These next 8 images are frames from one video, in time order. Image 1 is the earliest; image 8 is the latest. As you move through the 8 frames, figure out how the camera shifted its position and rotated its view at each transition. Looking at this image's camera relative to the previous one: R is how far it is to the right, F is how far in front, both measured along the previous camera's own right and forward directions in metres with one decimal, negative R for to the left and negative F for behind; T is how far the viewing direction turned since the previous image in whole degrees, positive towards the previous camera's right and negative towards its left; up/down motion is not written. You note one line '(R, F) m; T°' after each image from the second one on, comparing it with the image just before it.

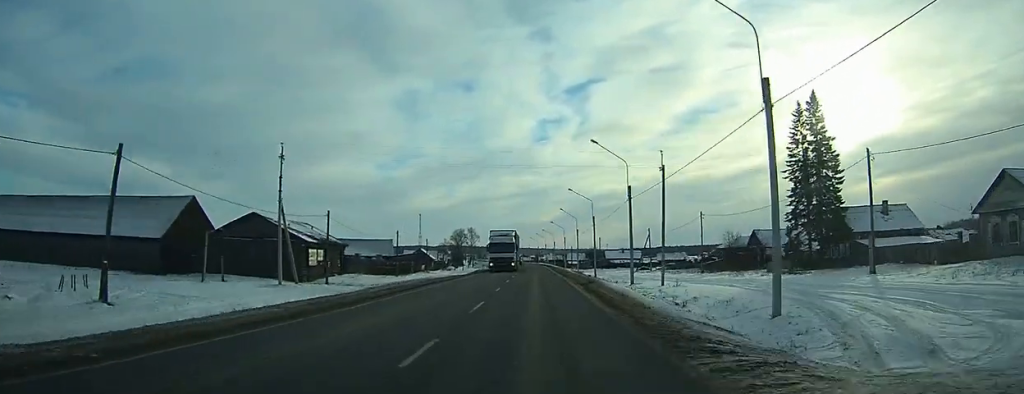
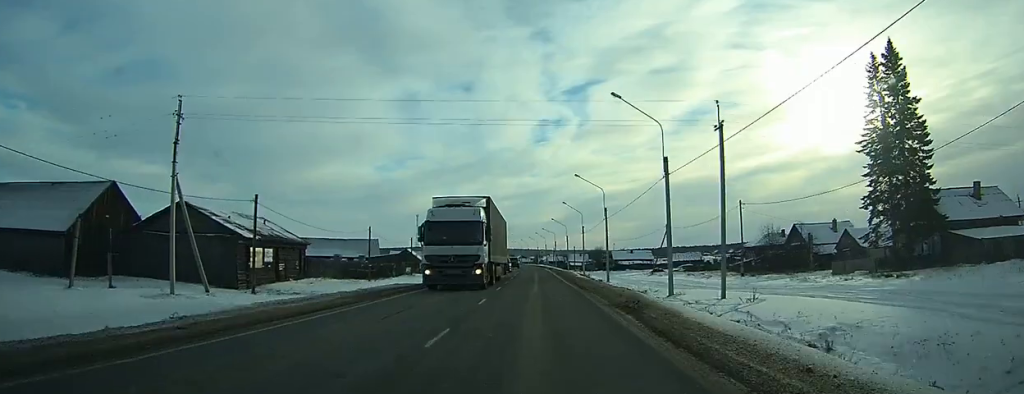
(0.0, +15.0) m; 0°
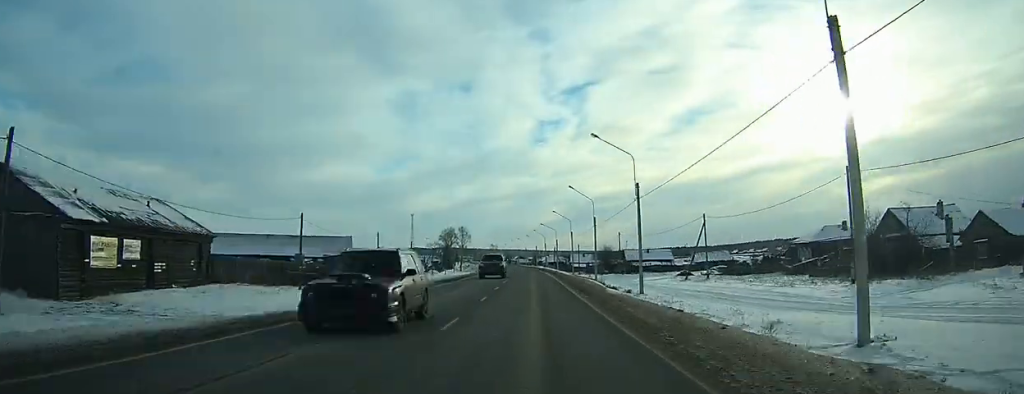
(-0.1, +22.3) m; 0°
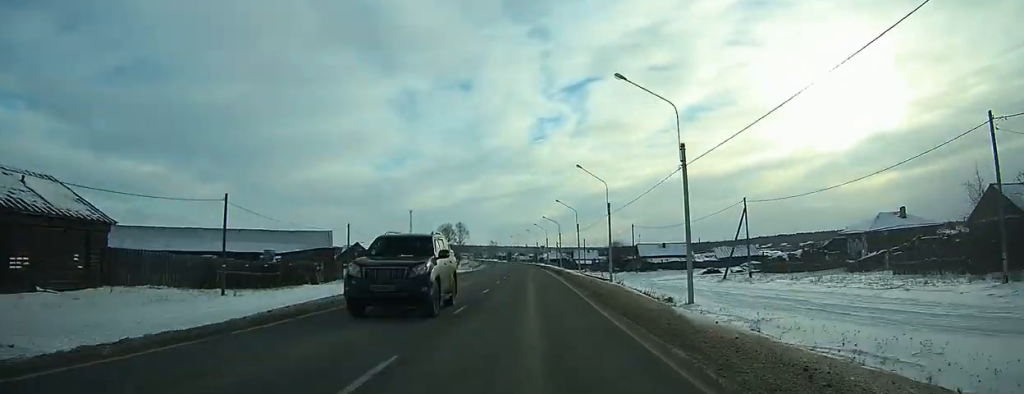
(0.0, +14.1) m; 0°
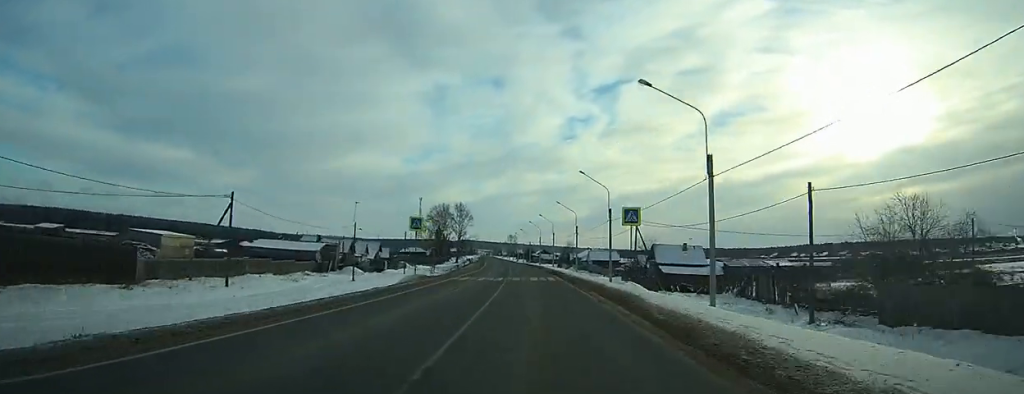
(-2.1, +90.1) m; -3°
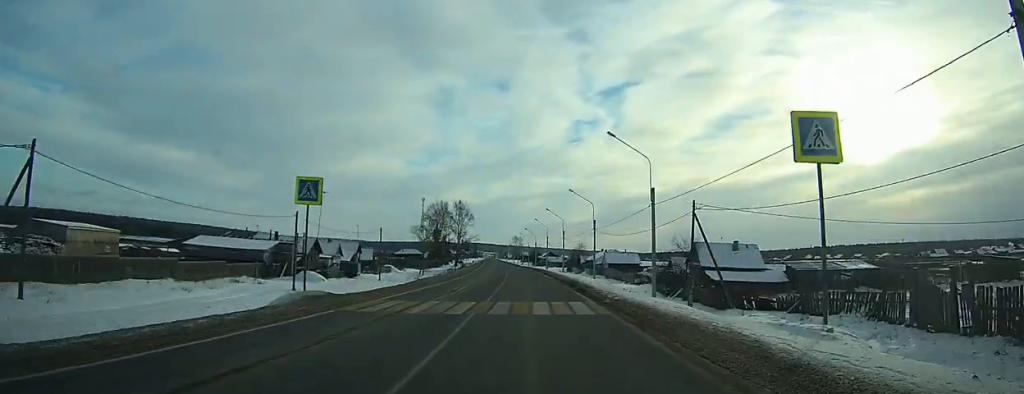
(-0.1, +19.4) m; -1°
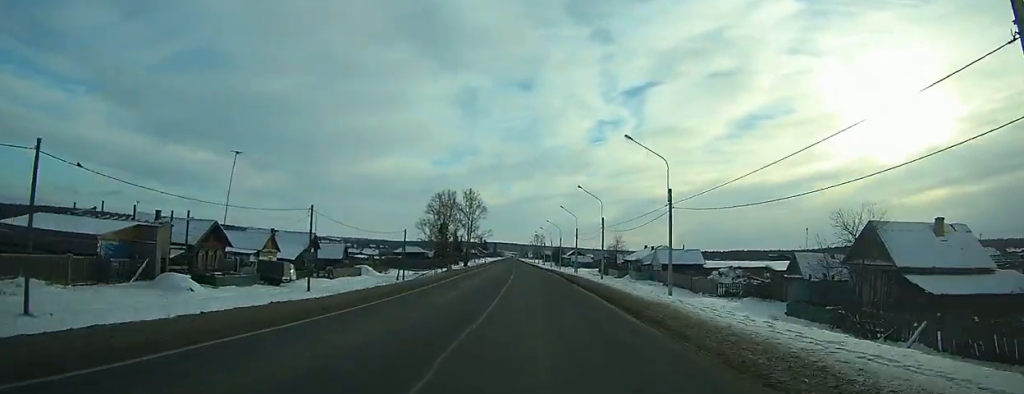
(-0.2, +33.9) m; -1°
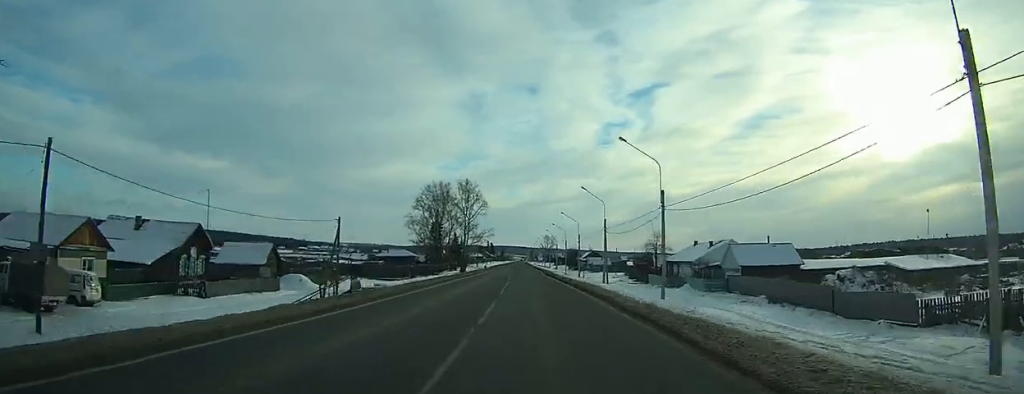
(-0.4, +31.7) m; -1°
